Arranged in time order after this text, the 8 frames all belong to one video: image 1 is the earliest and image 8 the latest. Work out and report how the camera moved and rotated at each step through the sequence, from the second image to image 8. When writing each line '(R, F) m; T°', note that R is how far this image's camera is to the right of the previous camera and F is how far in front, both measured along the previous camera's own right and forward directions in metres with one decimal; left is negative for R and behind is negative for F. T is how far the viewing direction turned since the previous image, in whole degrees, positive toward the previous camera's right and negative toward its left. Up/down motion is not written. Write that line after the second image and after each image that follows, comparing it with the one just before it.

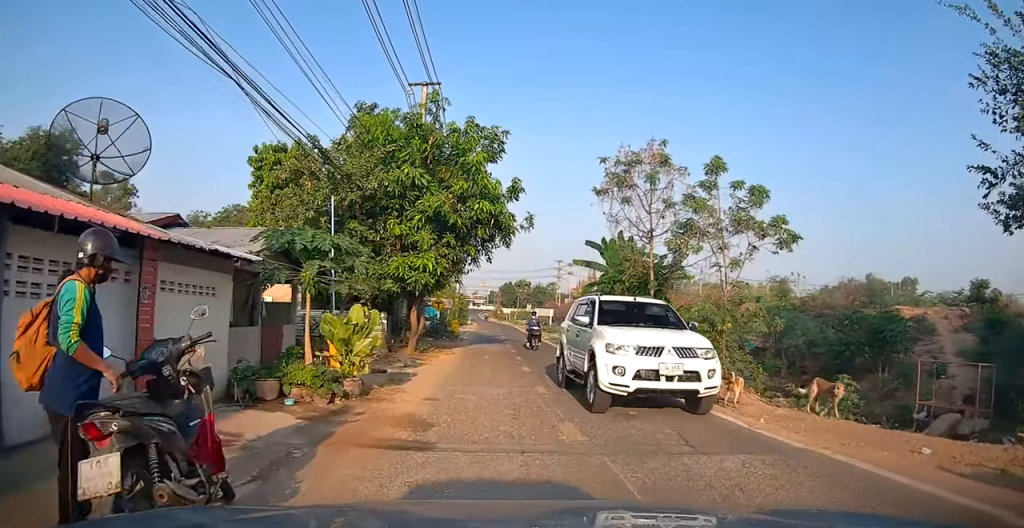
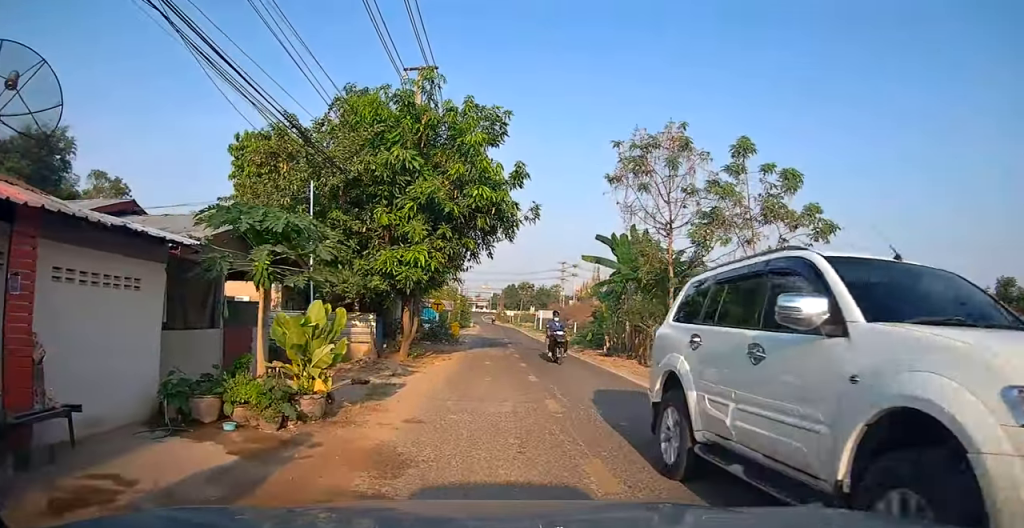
(0.0, +2.2) m; -1°
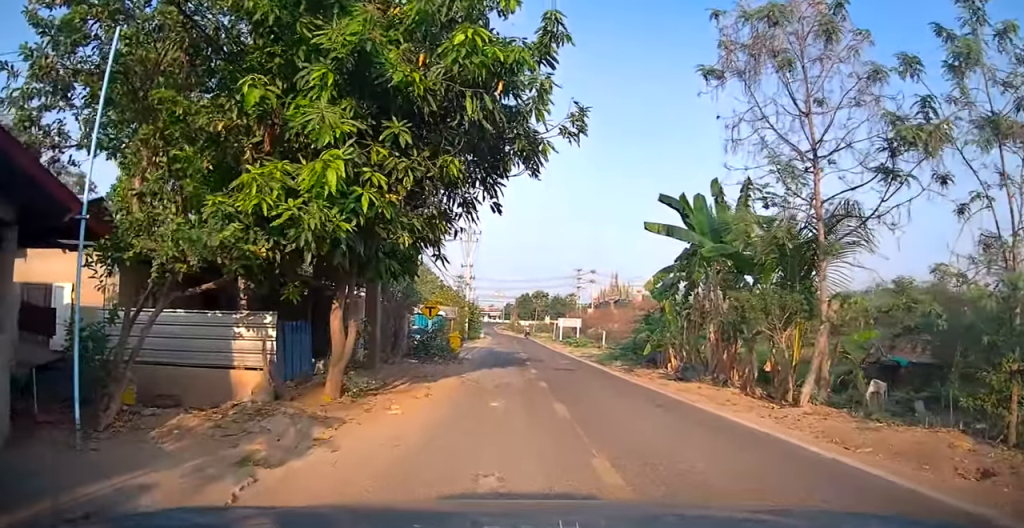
(-0.1, +7.5) m; +2°
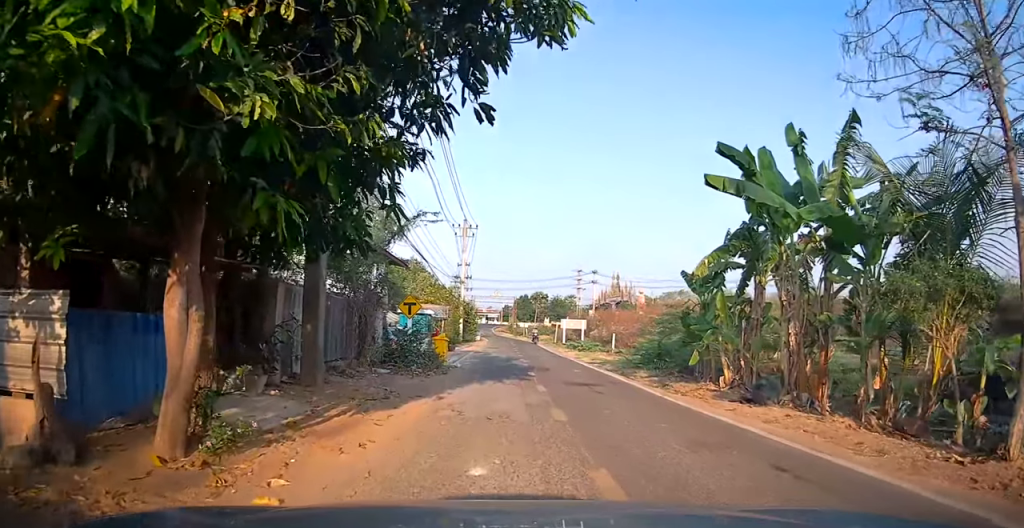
(+0.1, +3.9) m; 0°
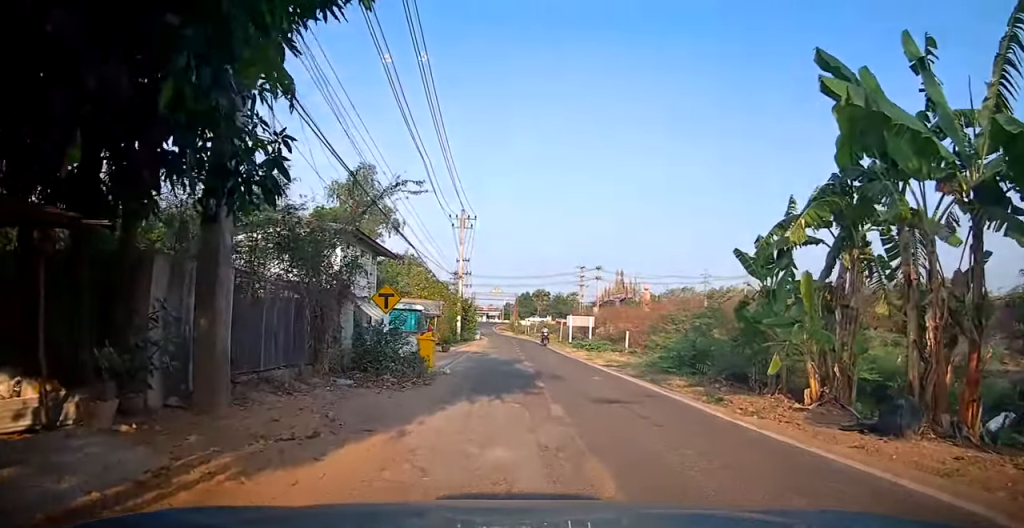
(-0.1, +3.3) m; -1°
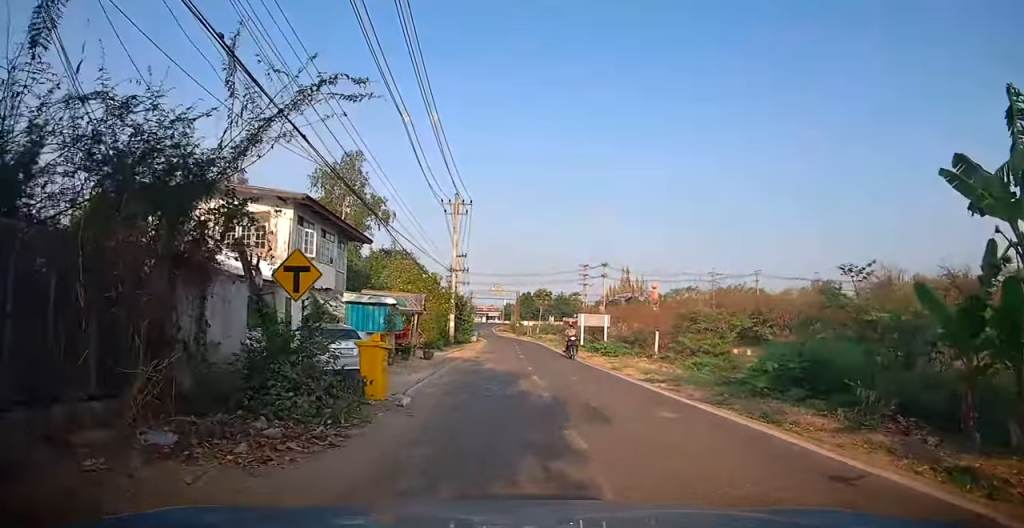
(0.0, +5.9) m; -1°
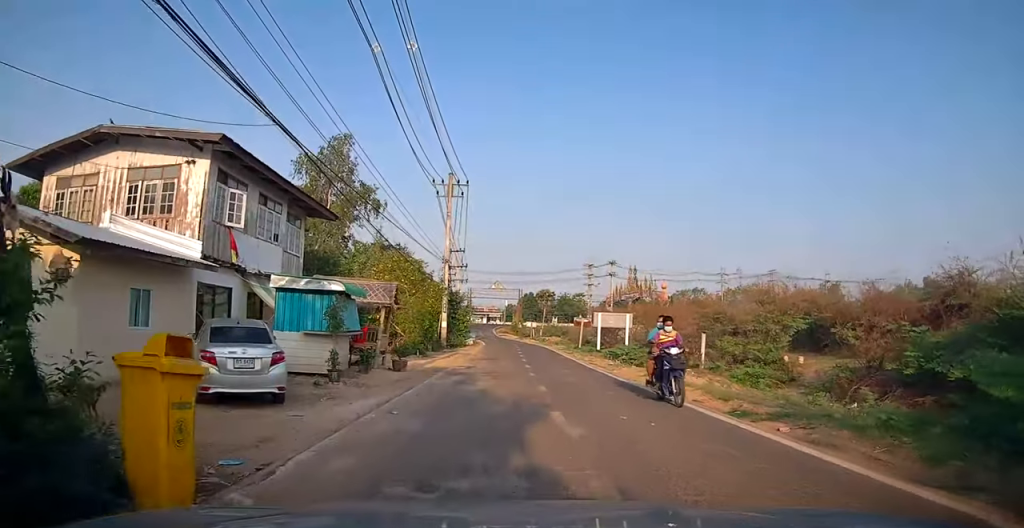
(0.0, +5.7) m; -1°
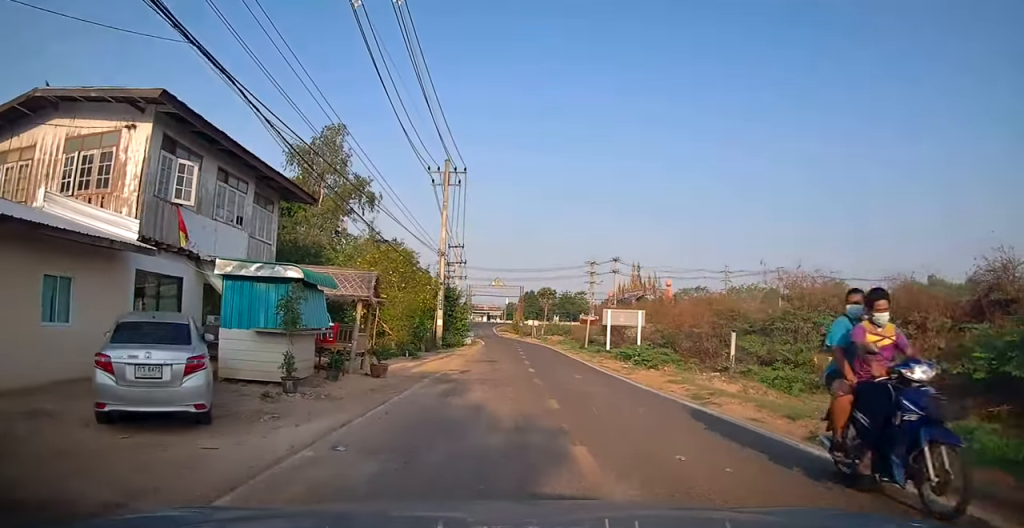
(0.0, +2.5) m; -1°
